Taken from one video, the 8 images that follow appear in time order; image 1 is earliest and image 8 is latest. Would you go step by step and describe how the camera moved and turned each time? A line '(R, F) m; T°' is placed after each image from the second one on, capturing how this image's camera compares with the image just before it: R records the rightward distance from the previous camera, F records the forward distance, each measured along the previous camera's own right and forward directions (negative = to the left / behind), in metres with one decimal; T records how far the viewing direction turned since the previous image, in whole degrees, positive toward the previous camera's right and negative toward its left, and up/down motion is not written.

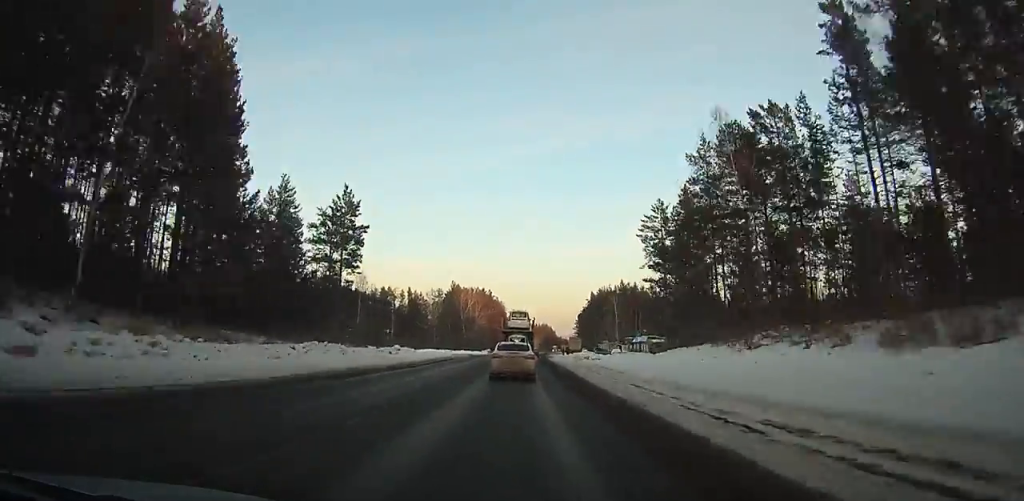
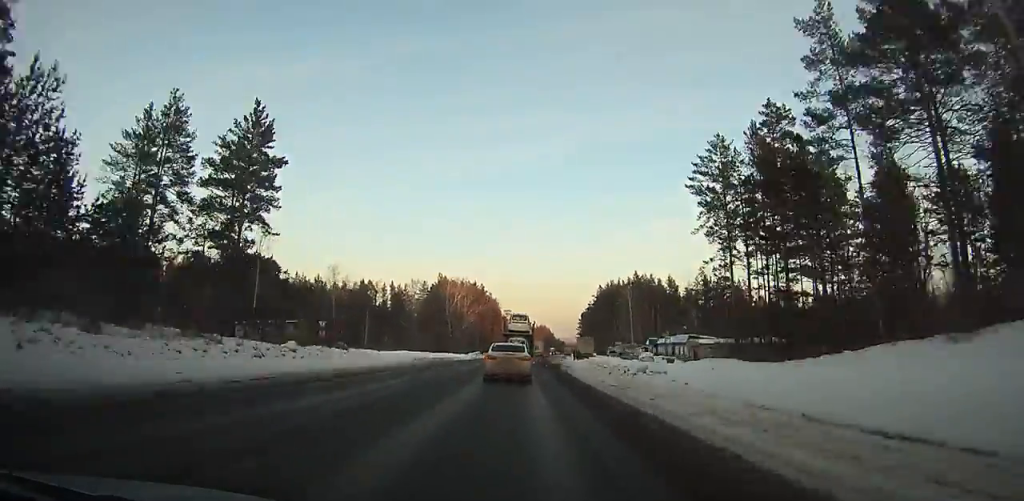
(+1.8, +26.6) m; +1°
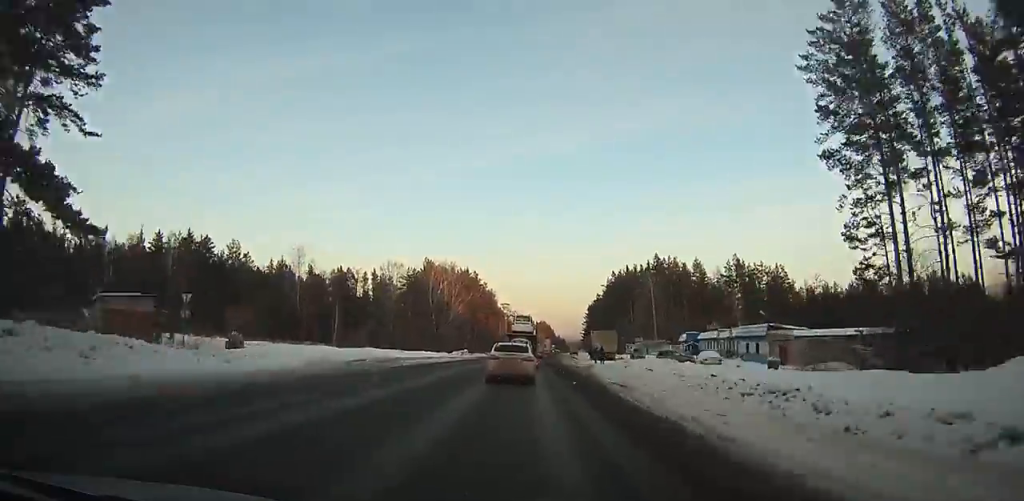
(+2.6, +26.8) m; +1°
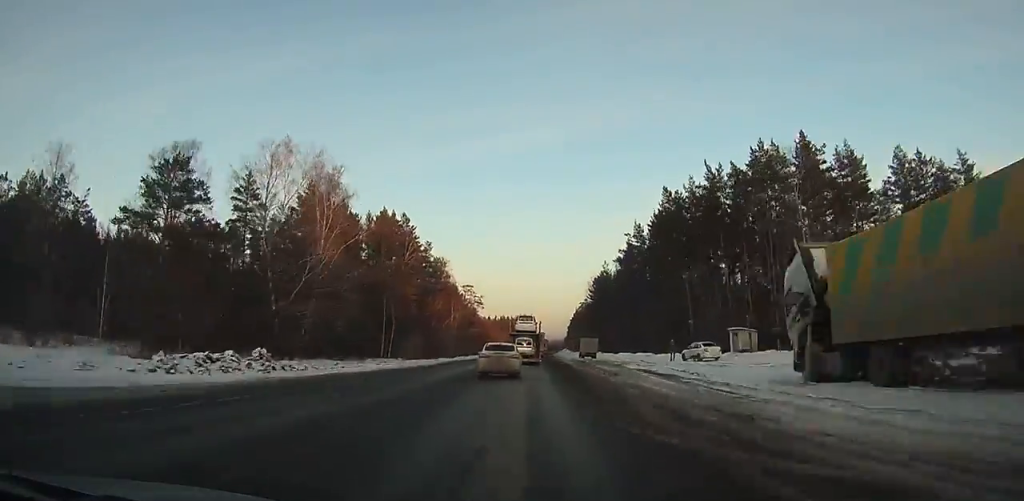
(-1.7, +76.1) m; +3°
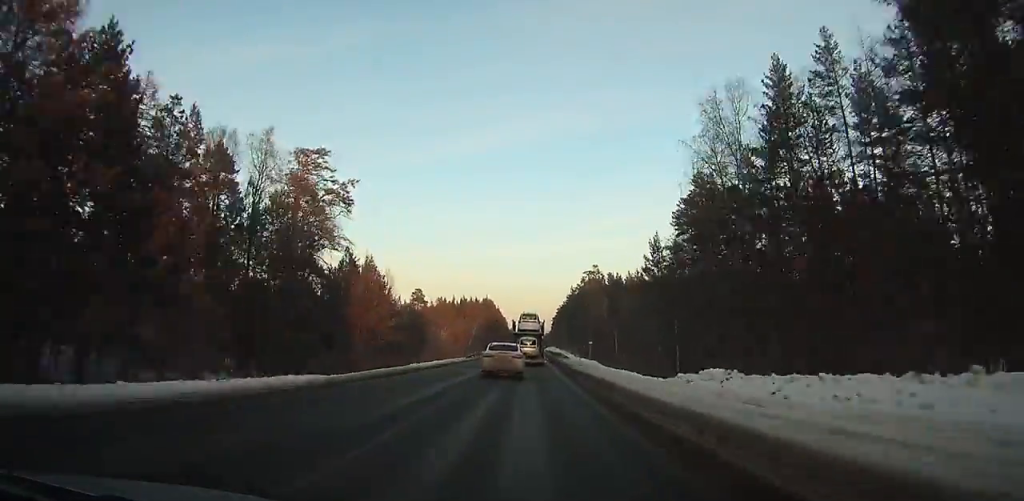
(+5.3, +126.9) m; +1°
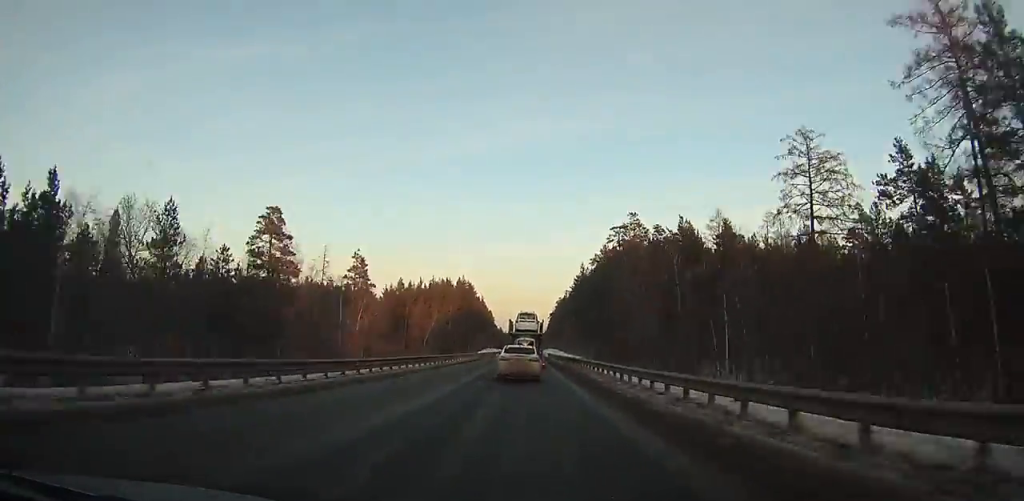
(+1.1, +74.6) m; +1°
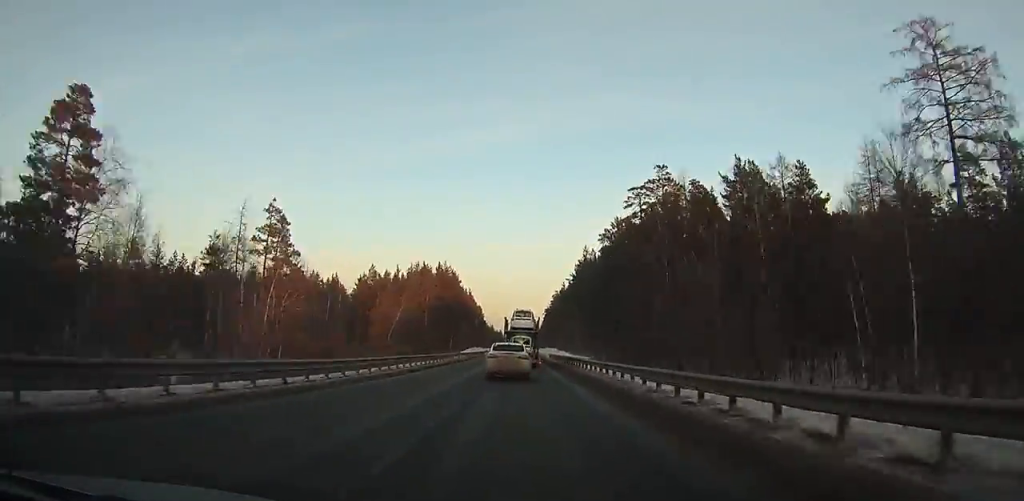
(+0.2, +29.0) m; 0°
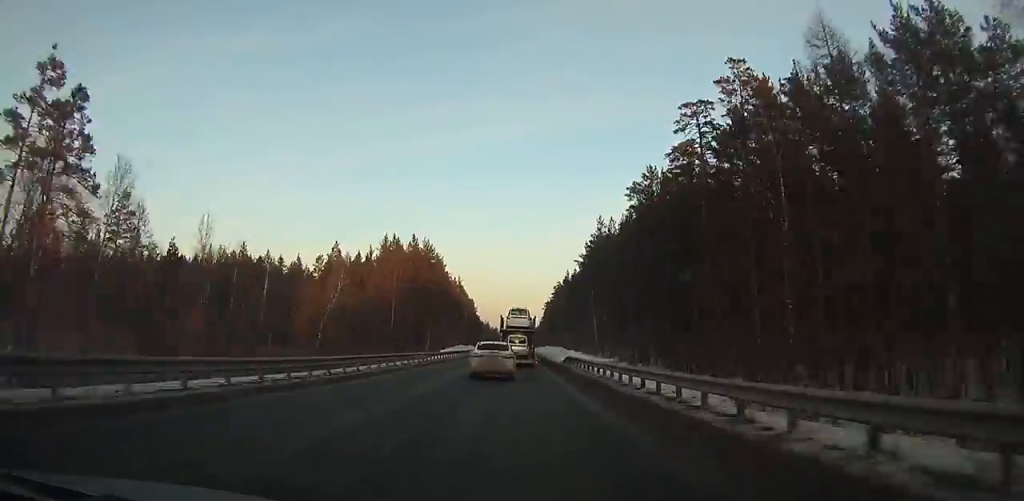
(+0.1, +31.3) m; 0°
